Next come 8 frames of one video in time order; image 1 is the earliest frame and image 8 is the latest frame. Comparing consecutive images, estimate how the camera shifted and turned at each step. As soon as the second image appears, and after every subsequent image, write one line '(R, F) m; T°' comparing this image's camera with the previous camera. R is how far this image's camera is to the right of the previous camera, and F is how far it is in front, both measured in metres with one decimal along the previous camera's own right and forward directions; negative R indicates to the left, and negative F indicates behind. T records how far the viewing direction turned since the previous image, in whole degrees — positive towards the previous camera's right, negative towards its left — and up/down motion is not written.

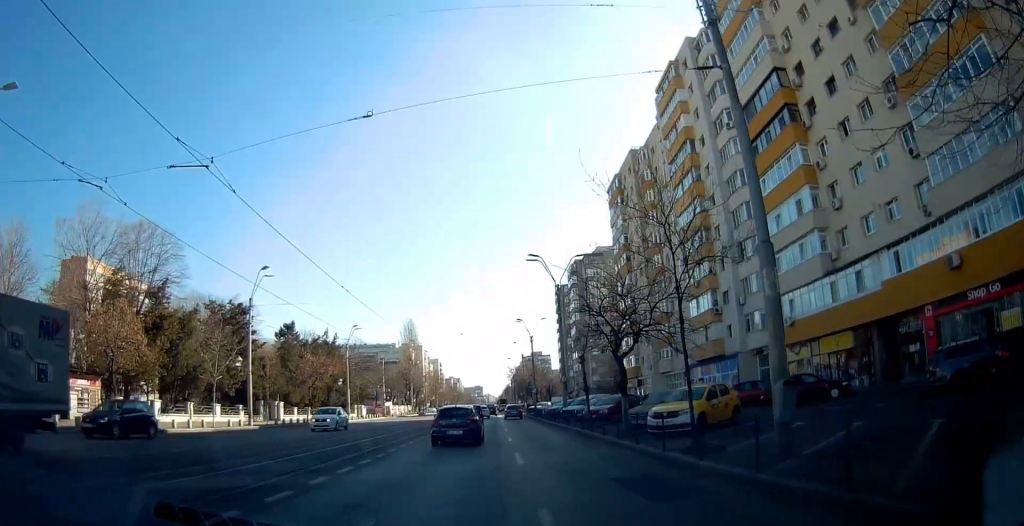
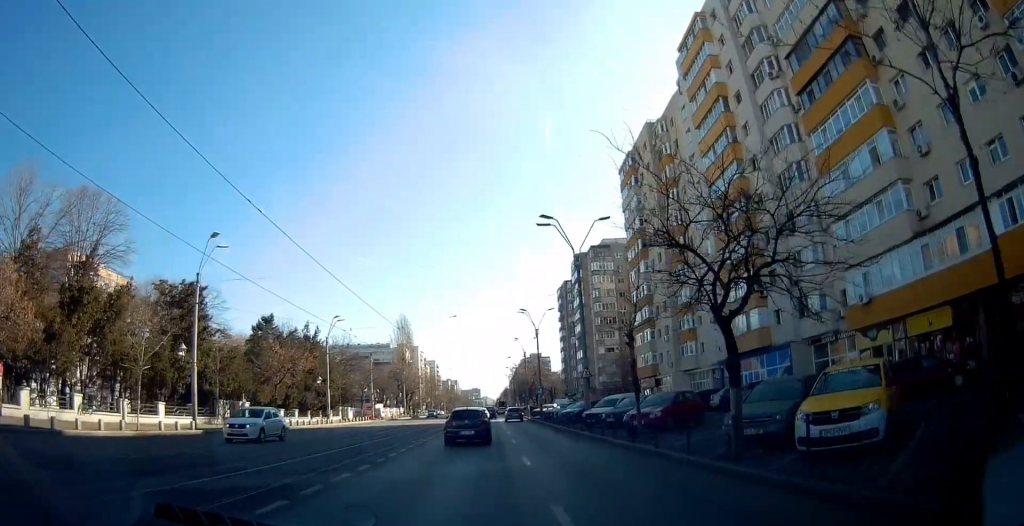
(0.0, +8.4) m; -1°
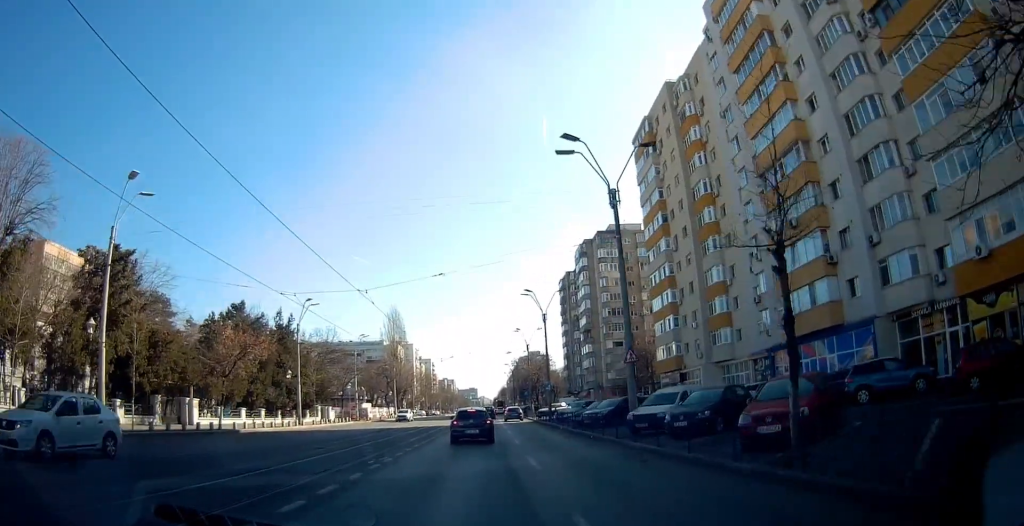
(-0.1, +9.4) m; -1°
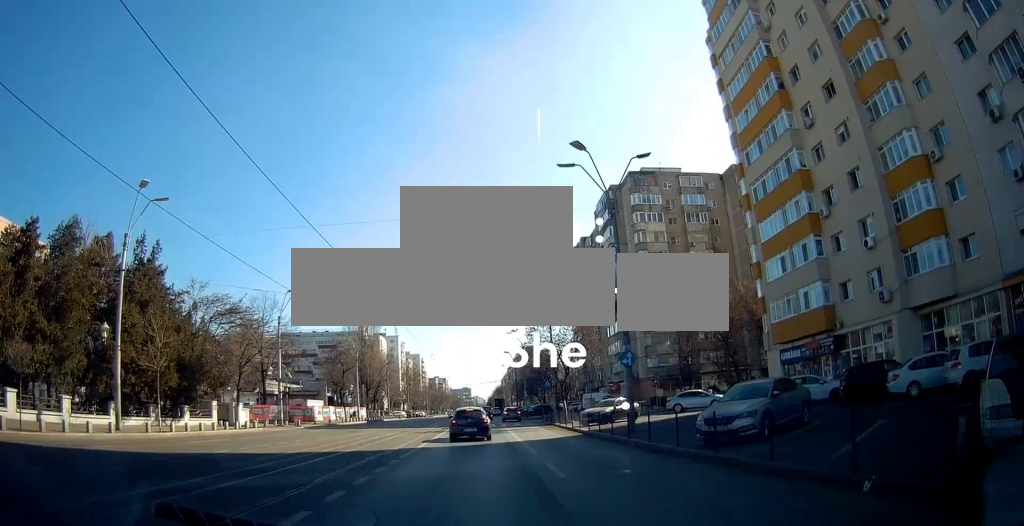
(+0.6, +29.0) m; +2°
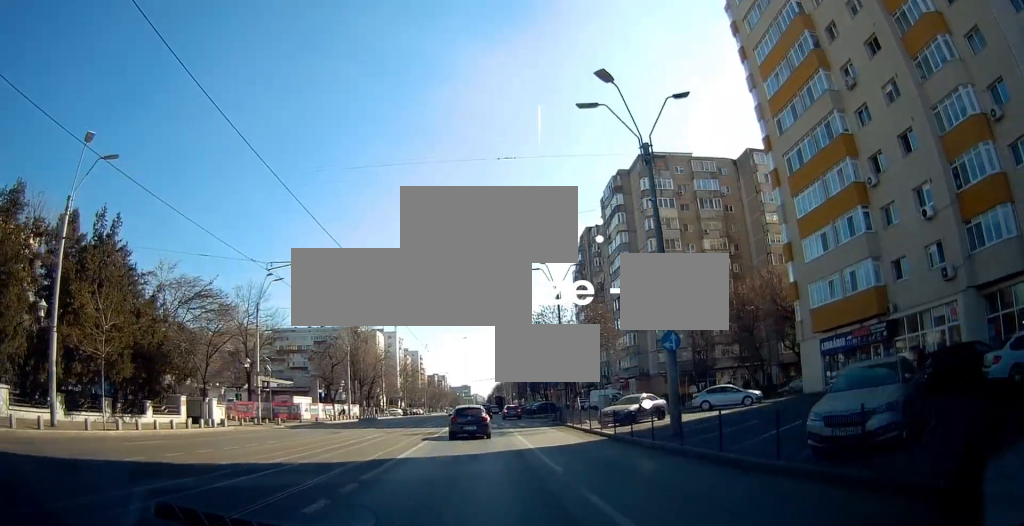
(-0.2, +5.3) m; 0°
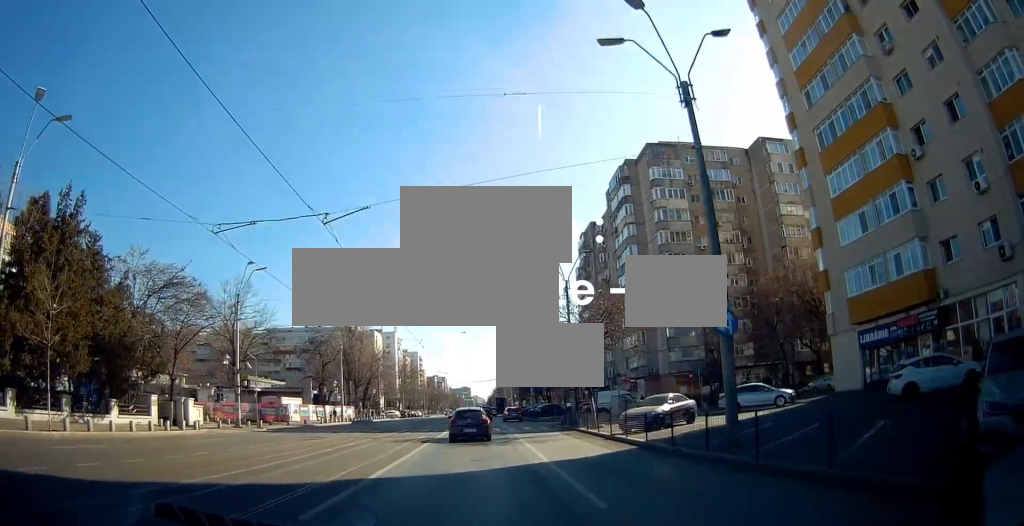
(0.0, +4.2) m; 0°
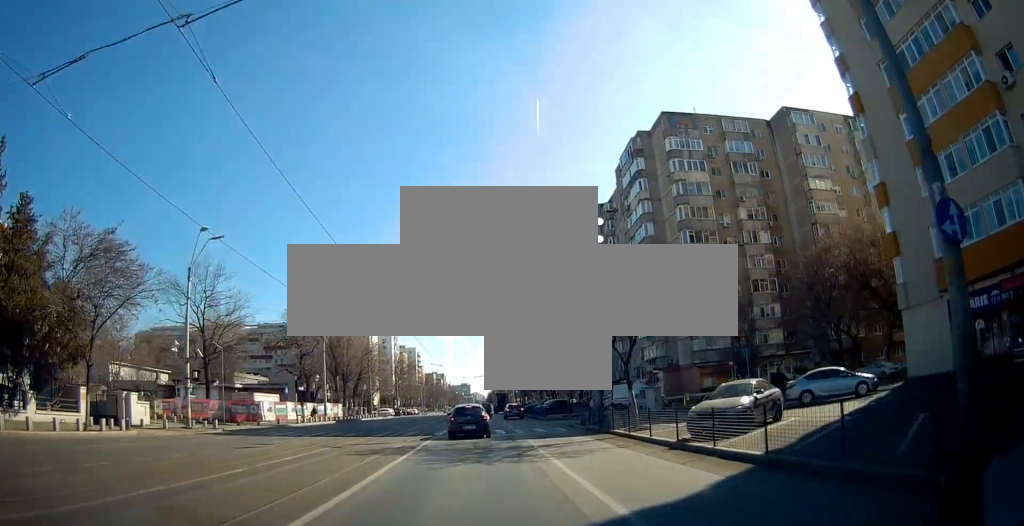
(+0.3, +7.9) m; +1°
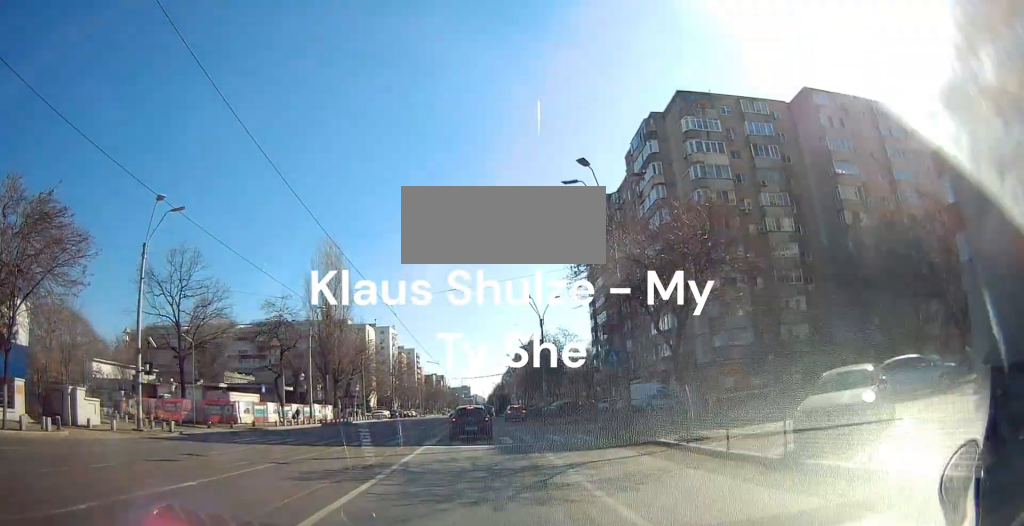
(-0.1, +5.7) m; -2°
